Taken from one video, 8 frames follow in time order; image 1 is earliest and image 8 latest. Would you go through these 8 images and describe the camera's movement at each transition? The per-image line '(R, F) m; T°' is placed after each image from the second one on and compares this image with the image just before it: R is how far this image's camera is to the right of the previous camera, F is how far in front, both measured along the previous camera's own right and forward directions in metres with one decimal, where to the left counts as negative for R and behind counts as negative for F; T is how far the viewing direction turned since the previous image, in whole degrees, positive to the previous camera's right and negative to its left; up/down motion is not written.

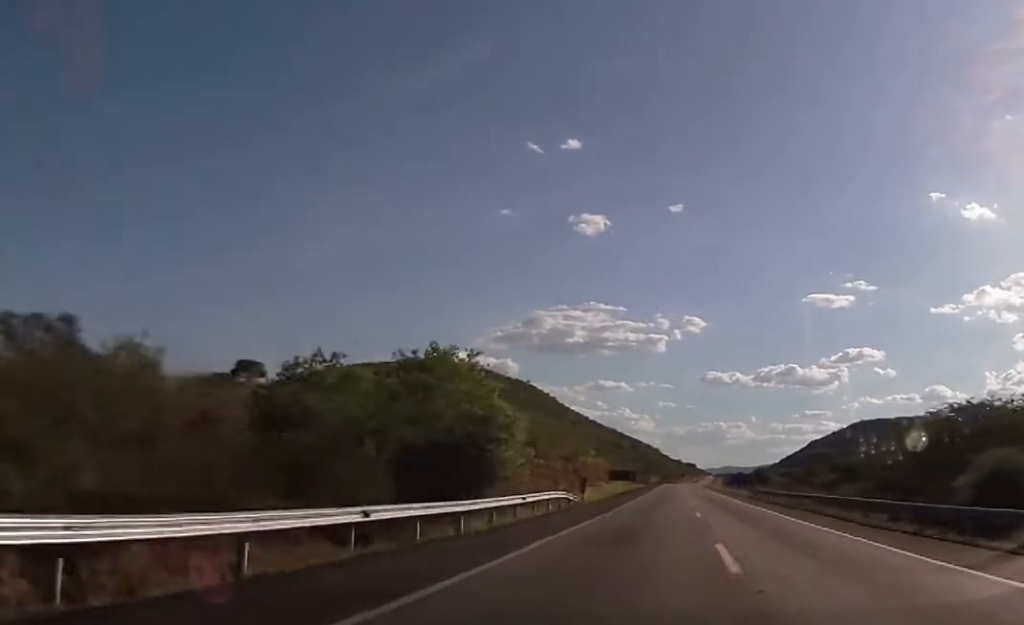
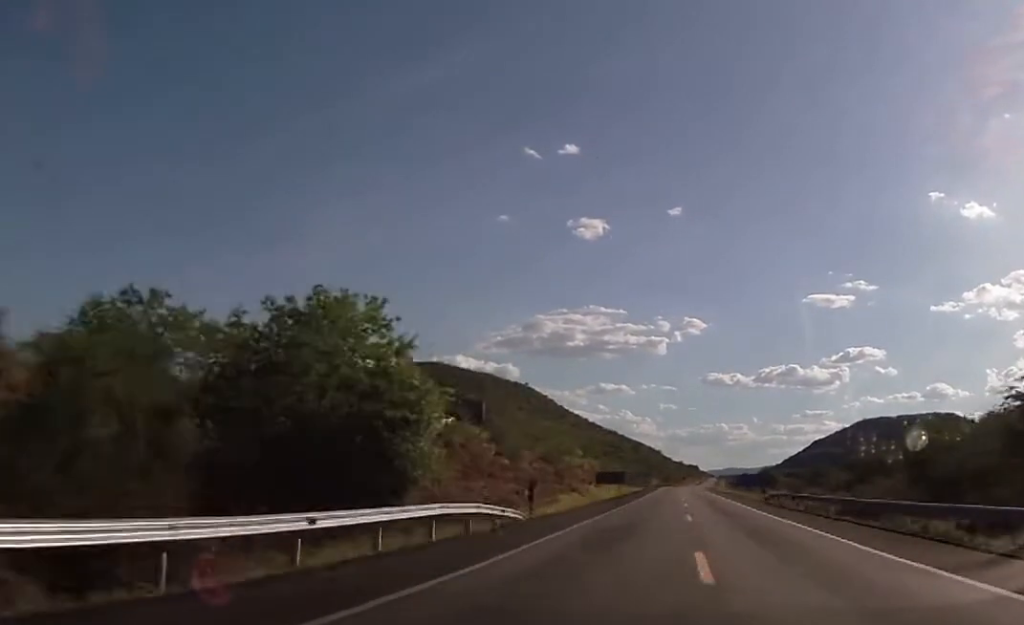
(+0.1, +17.6) m; 0°
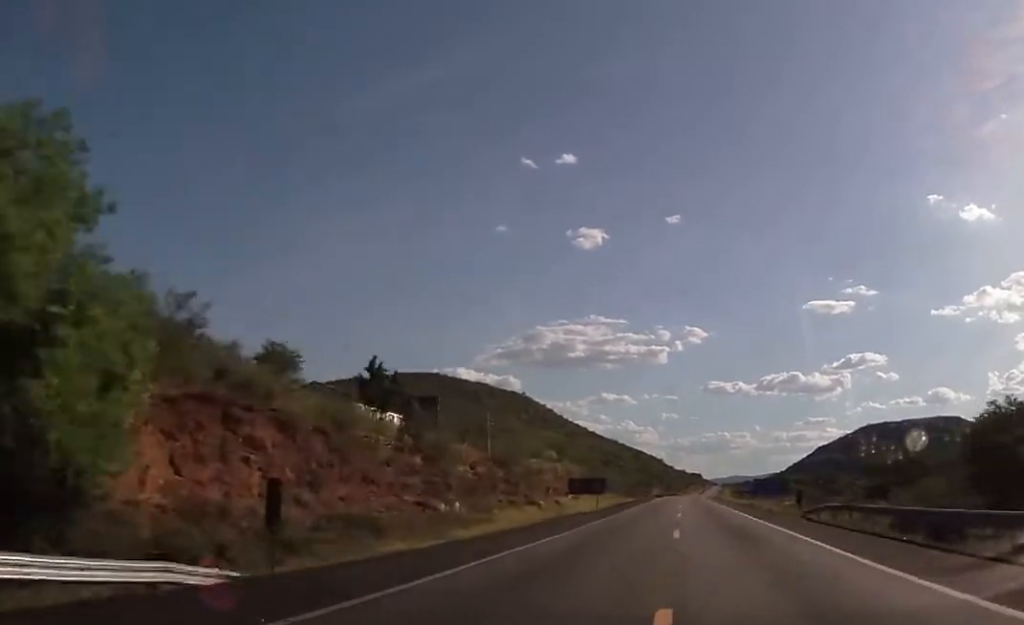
(-0.1, +23.4) m; 0°
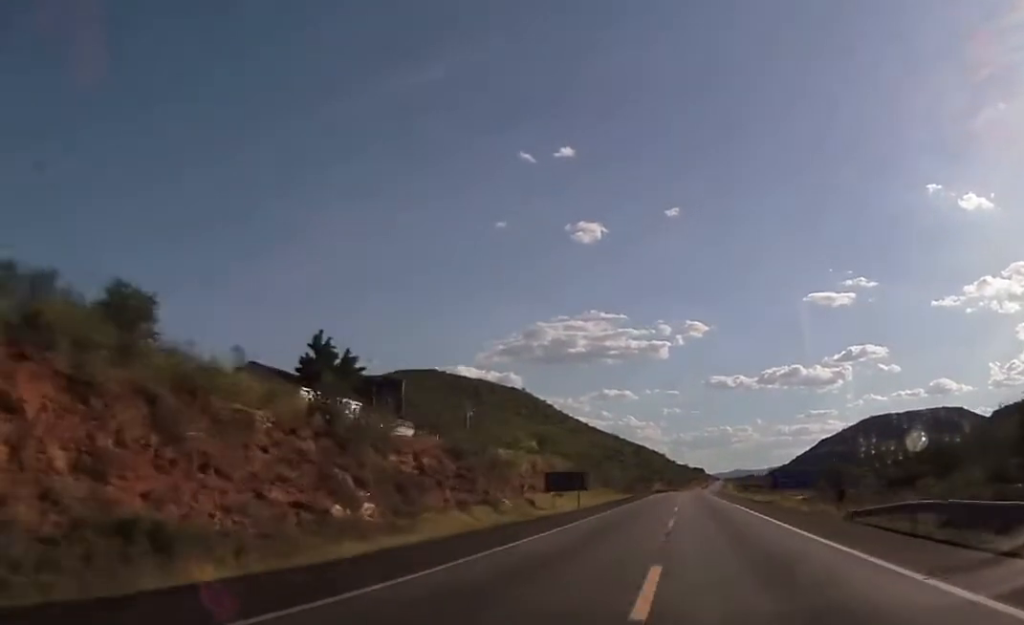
(-0.1, +13.4) m; 0°
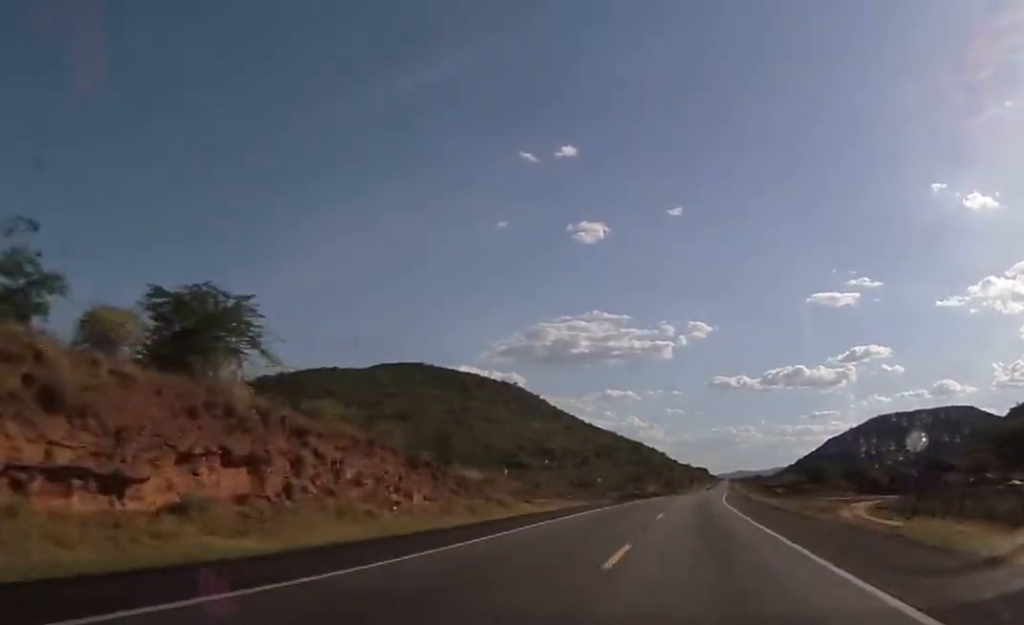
(+0.1, +63.1) m; 0°
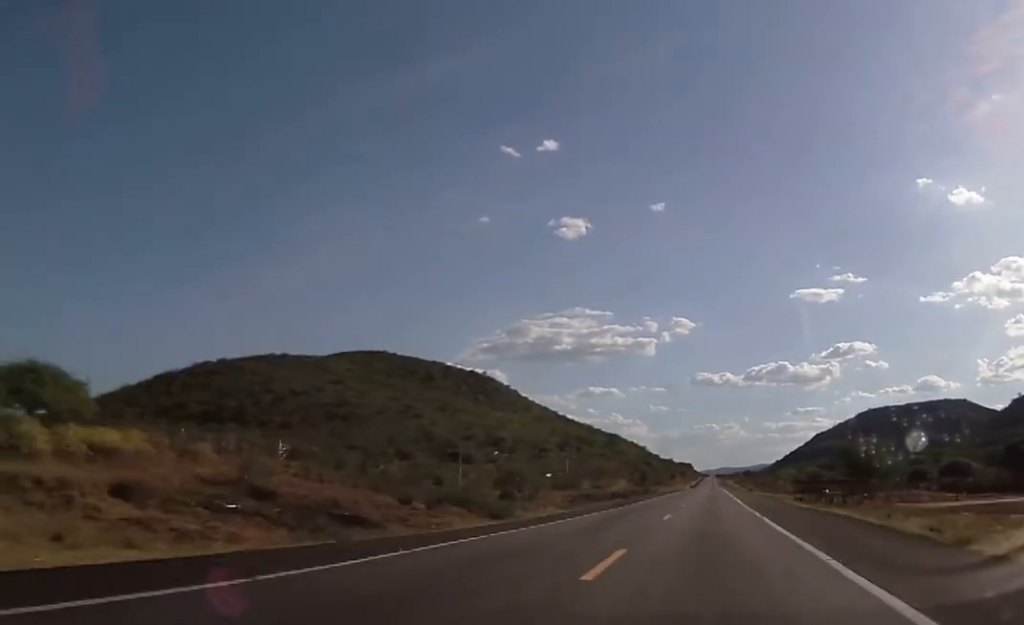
(0.0, +69.8) m; 0°
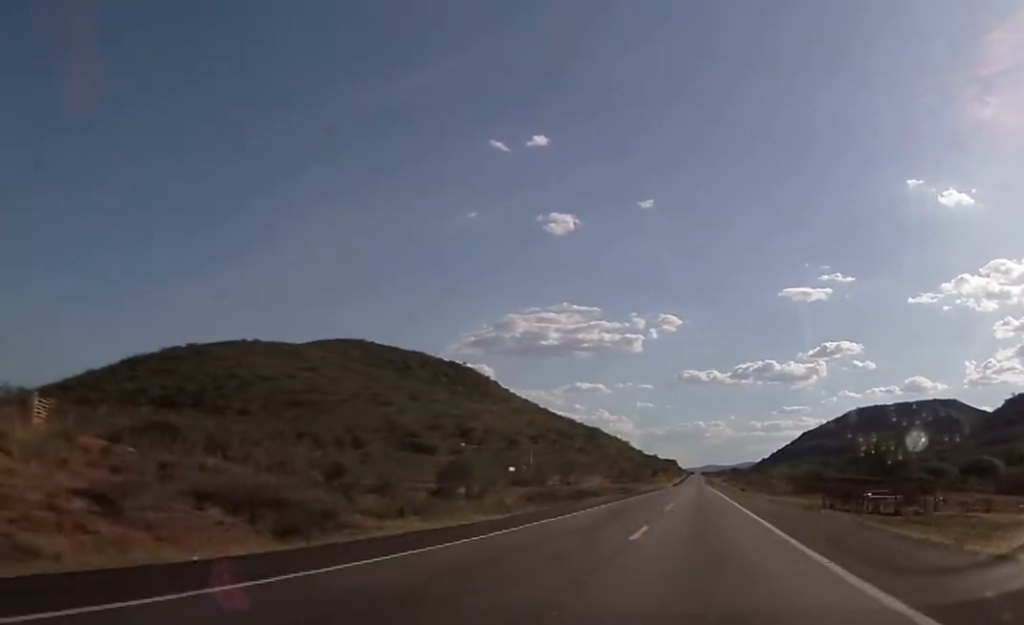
(+0.2, +26.6) m; +1°
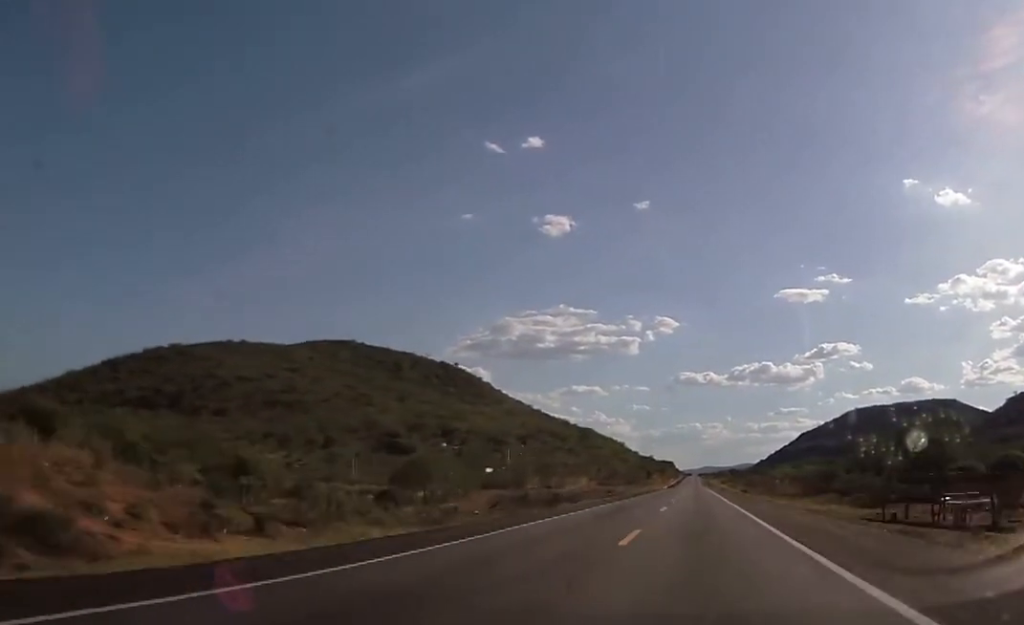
(+0.1, +18.6) m; +1°
